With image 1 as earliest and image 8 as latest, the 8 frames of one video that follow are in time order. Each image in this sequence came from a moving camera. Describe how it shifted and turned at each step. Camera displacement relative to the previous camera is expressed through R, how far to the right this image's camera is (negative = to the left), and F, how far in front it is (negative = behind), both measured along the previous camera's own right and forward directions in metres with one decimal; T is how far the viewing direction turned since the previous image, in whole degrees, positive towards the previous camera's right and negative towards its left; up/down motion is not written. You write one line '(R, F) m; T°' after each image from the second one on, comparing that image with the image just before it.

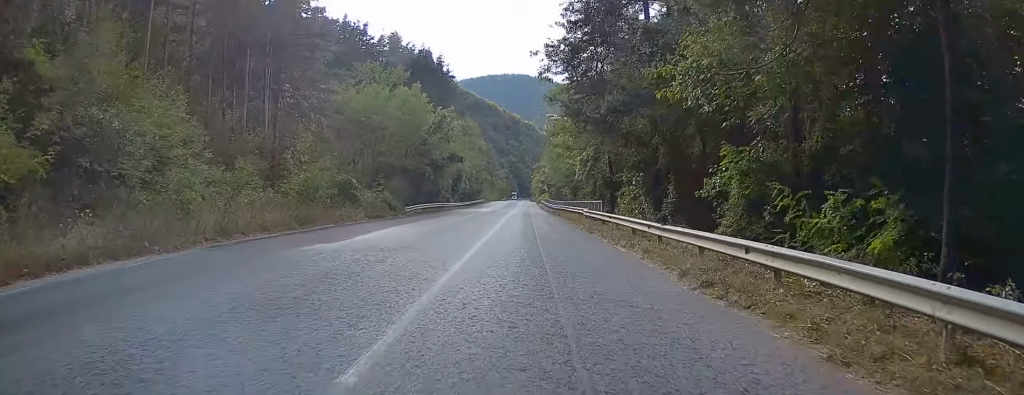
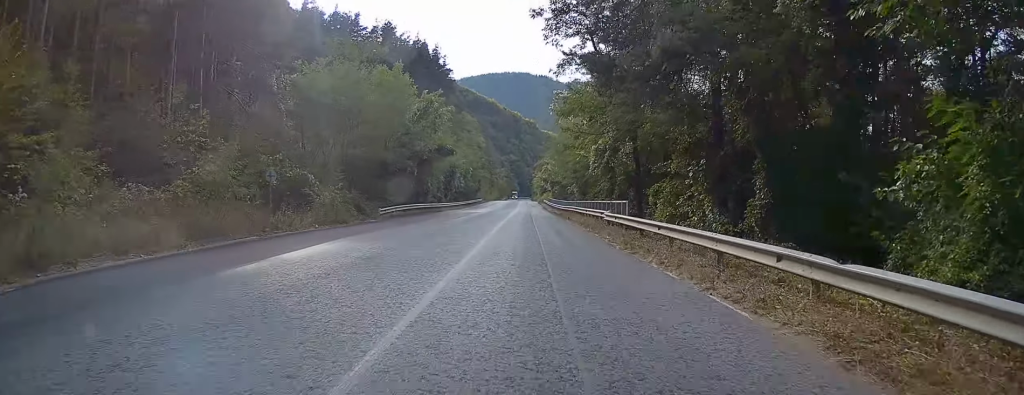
(0.0, +9.3) m; 0°
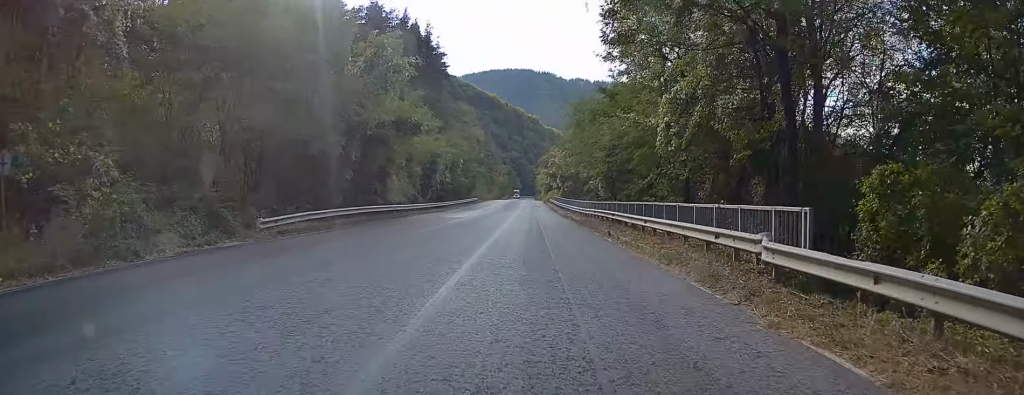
(0.0, +18.6) m; 0°
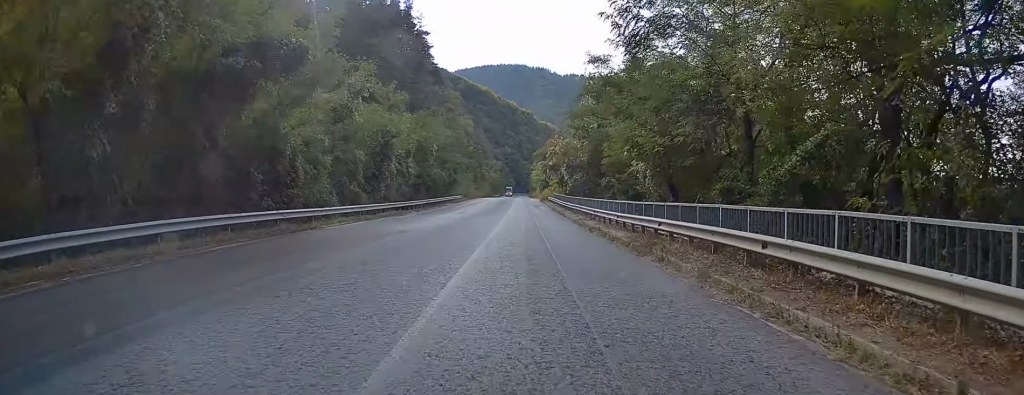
(-0.3, +18.8) m; -1°
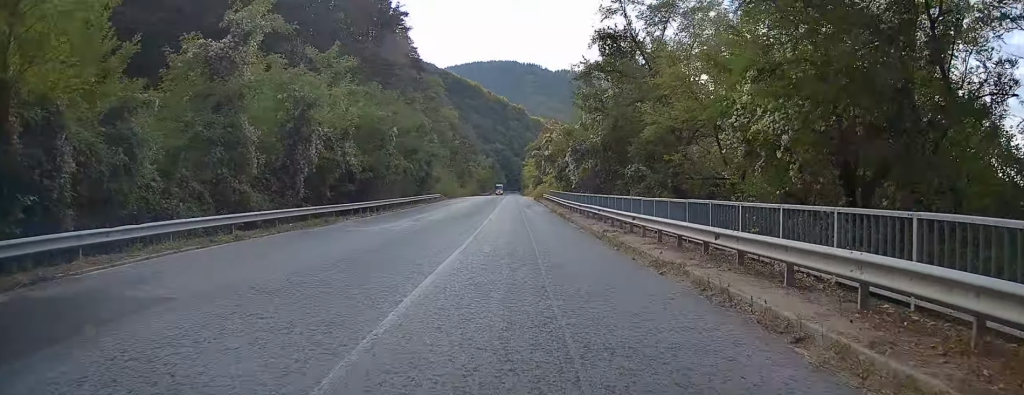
(-0.1, +14.8) m; +1°
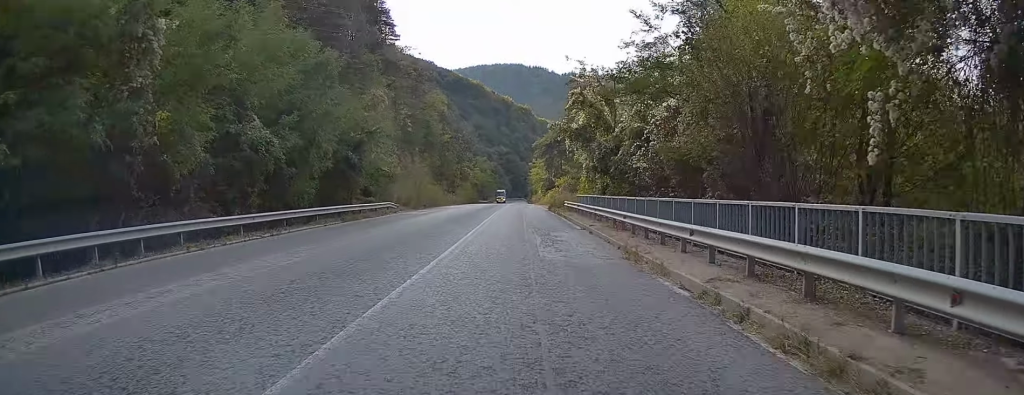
(+0.8, +31.4) m; +3°
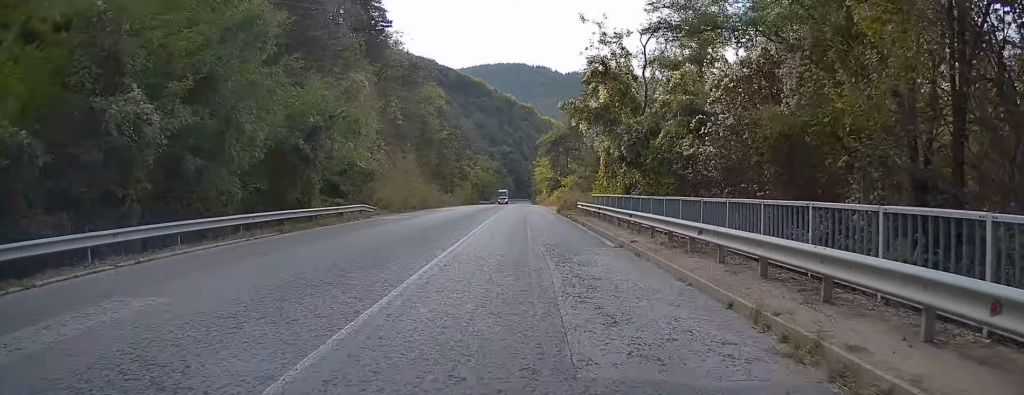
(+0.1, +8.5) m; +1°
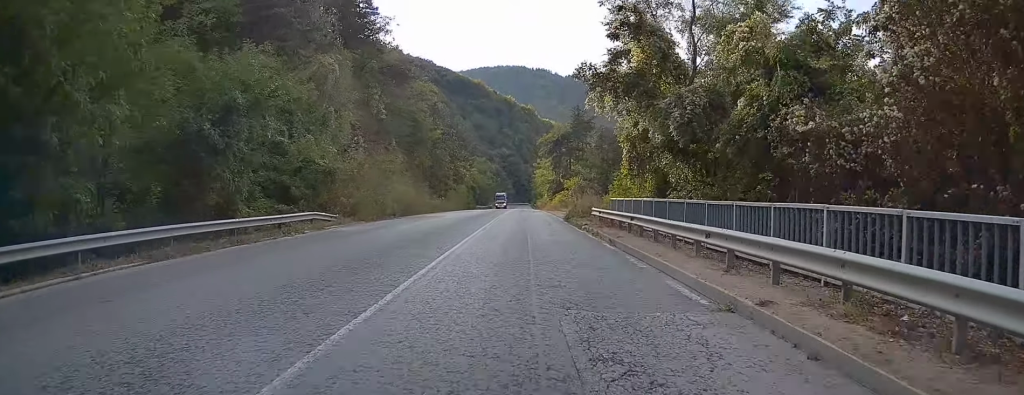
(0.0, +8.6) m; -1°
